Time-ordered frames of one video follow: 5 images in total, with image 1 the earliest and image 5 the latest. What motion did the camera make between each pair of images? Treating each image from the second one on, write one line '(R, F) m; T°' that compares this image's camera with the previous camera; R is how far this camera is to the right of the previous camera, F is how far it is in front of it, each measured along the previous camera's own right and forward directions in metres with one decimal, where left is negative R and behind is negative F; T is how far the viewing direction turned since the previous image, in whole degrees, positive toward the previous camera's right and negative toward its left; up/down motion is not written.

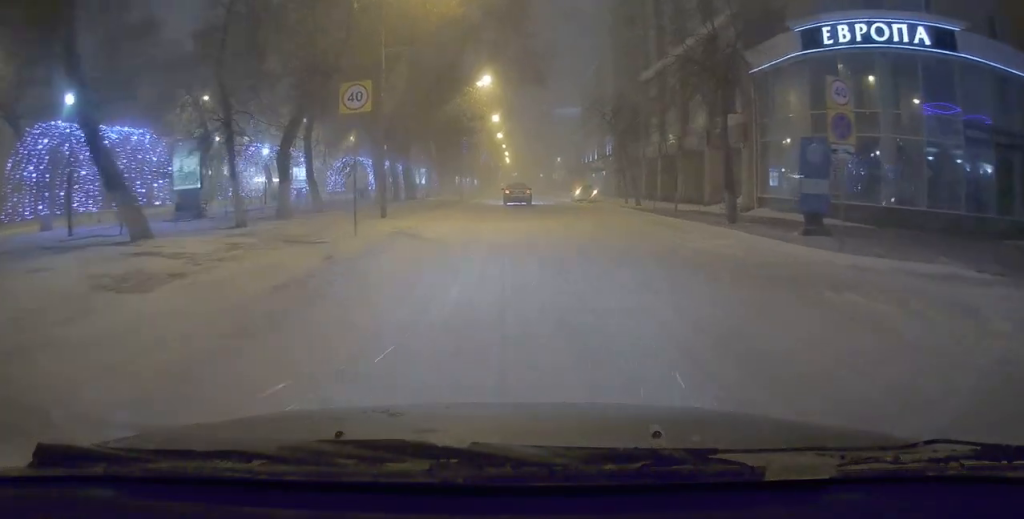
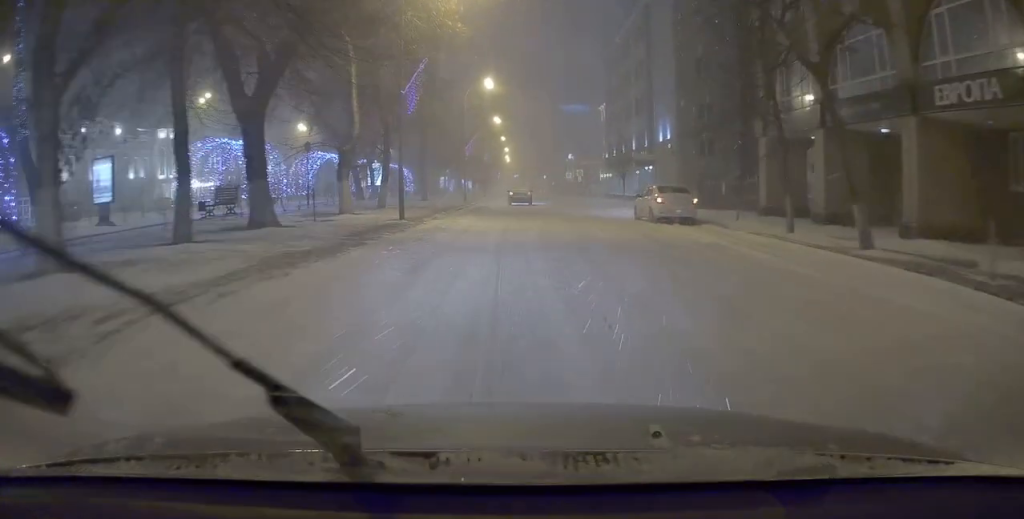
(-0.6, +25.5) m; -1°
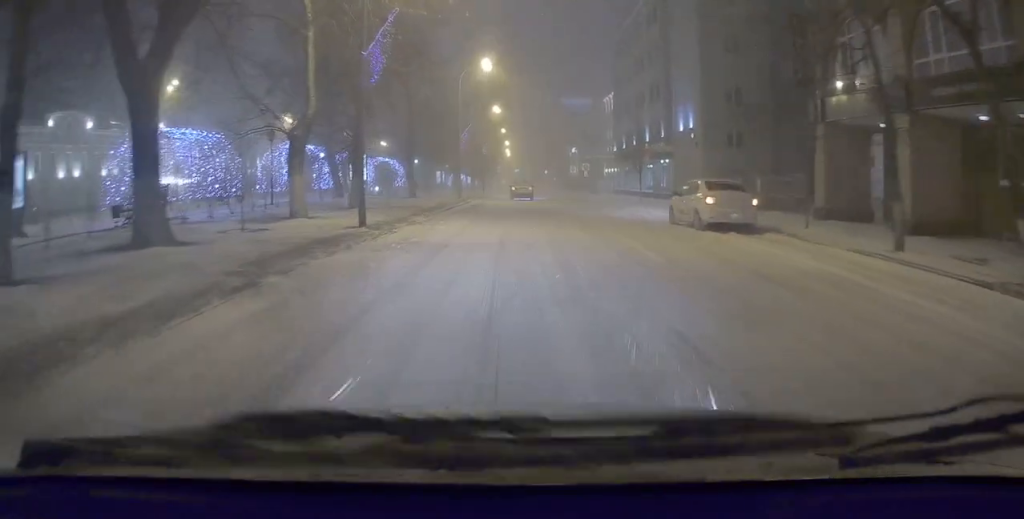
(0.0, +5.6) m; +1°
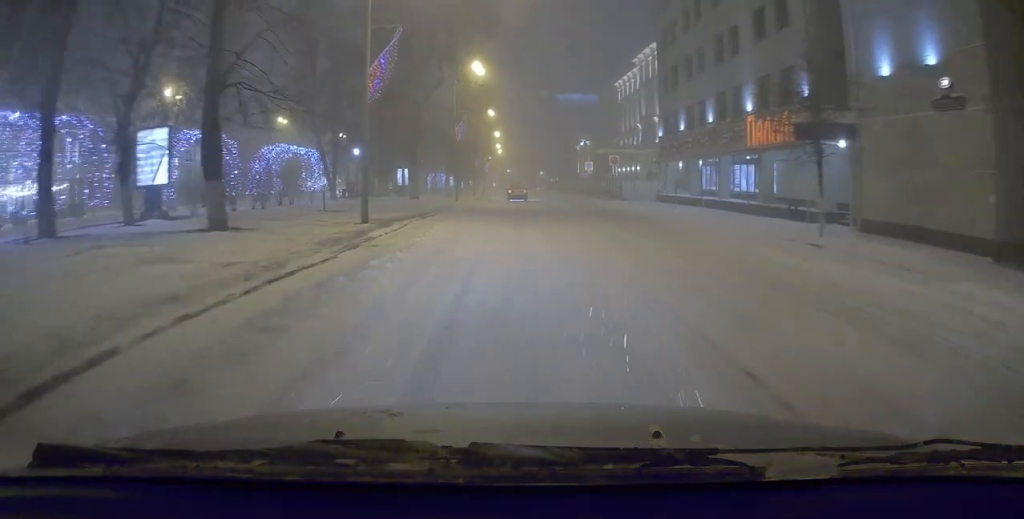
(+0.5, +24.9) m; +3°
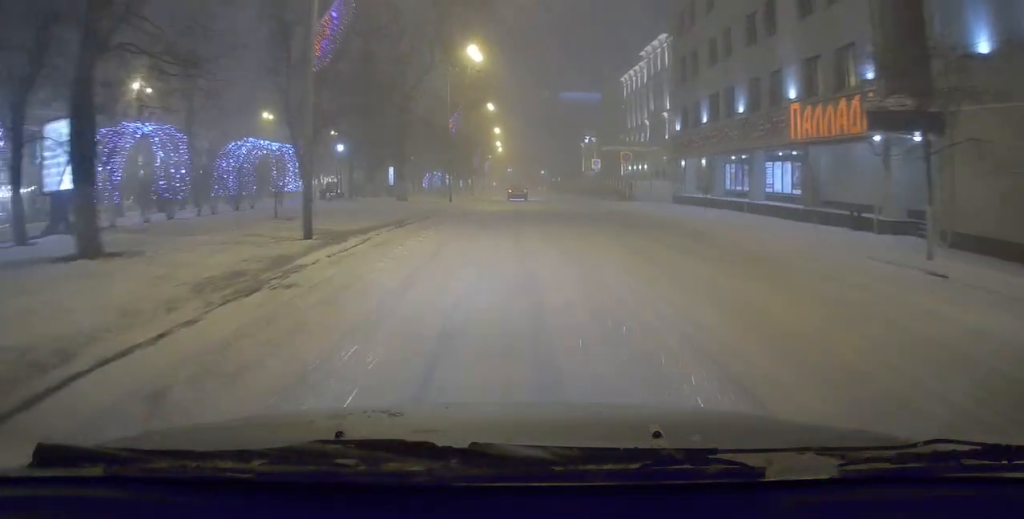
(+0.1, +4.7) m; 0°
